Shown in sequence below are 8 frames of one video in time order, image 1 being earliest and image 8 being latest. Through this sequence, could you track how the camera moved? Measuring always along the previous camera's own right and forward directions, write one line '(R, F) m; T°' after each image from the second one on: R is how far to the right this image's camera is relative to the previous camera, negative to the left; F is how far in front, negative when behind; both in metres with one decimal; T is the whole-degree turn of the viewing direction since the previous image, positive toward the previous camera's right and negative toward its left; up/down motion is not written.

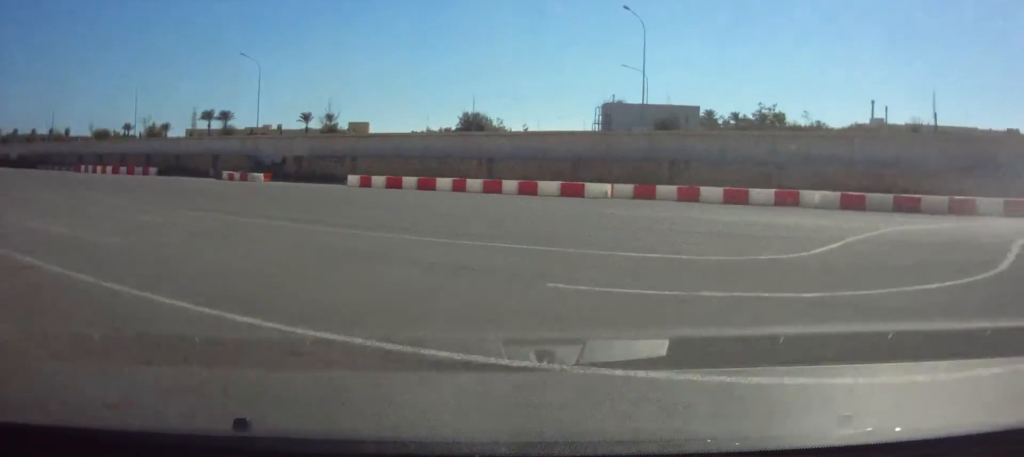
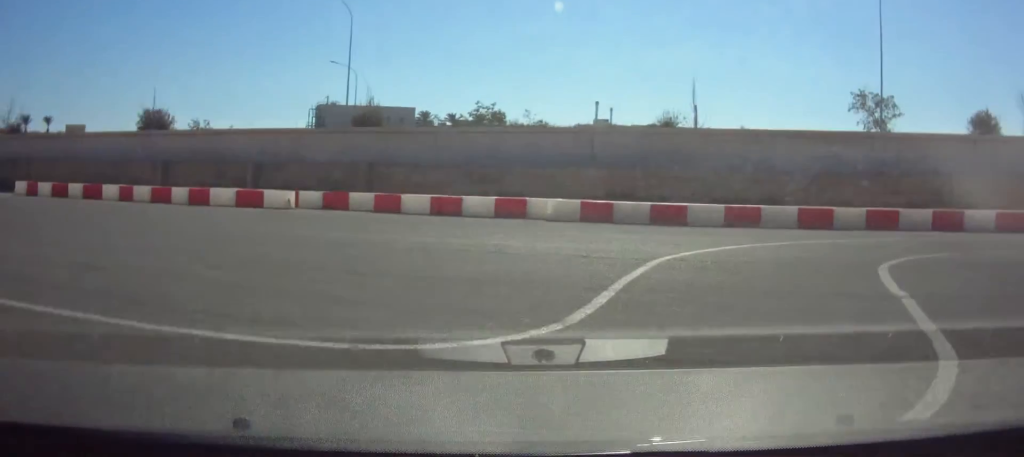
(+0.6, +4.9) m; +20°
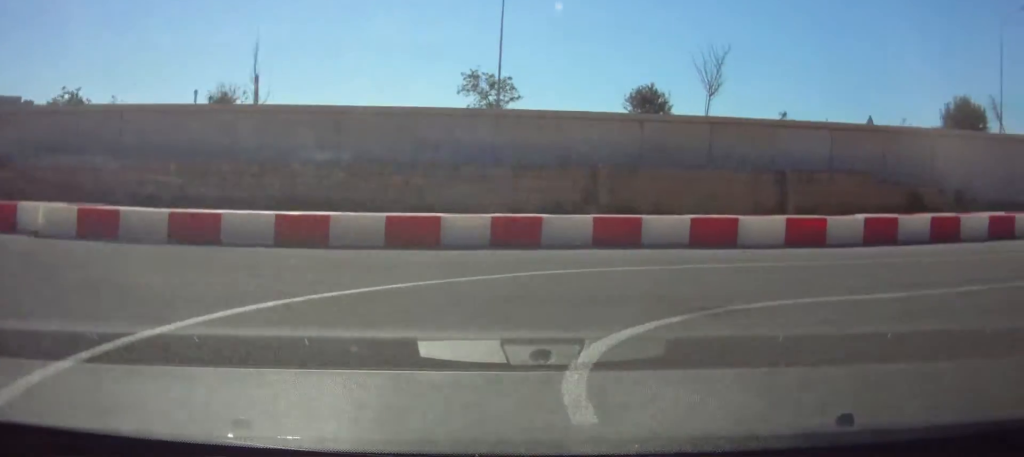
(+1.7, +6.0) m; +29°
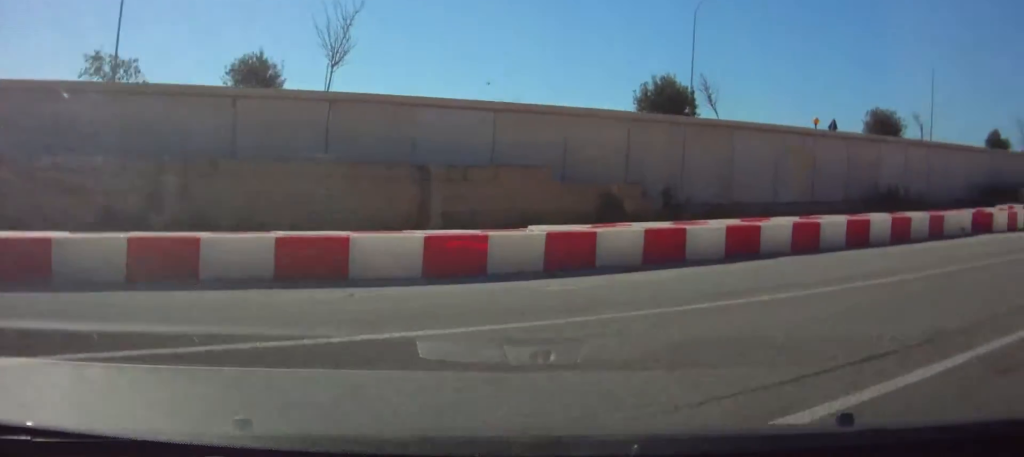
(+1.1, +4.7) m; +22°
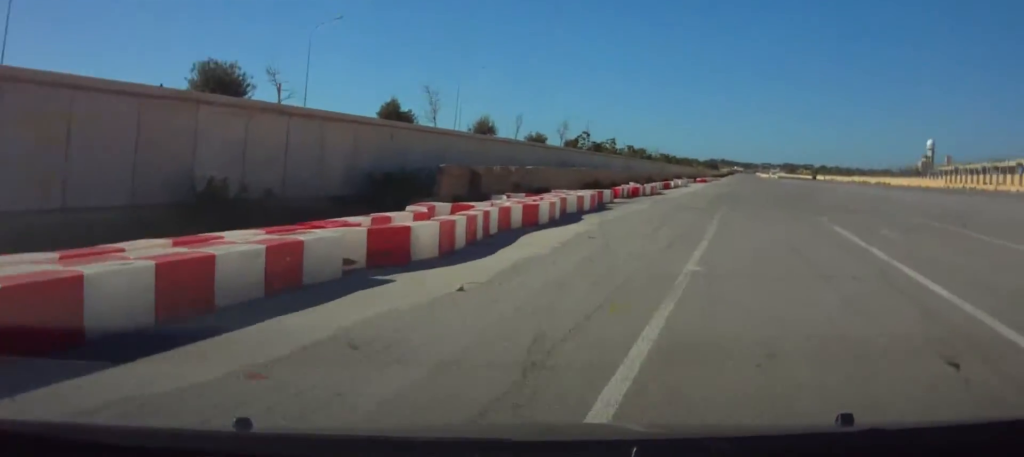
(+3.7, +9.7) m; +37°
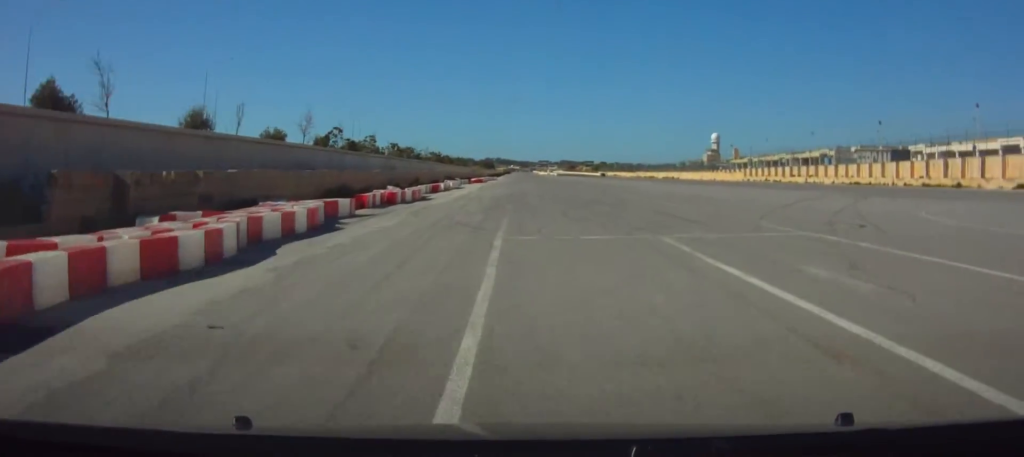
(+1.6, +8.6) m; +16°
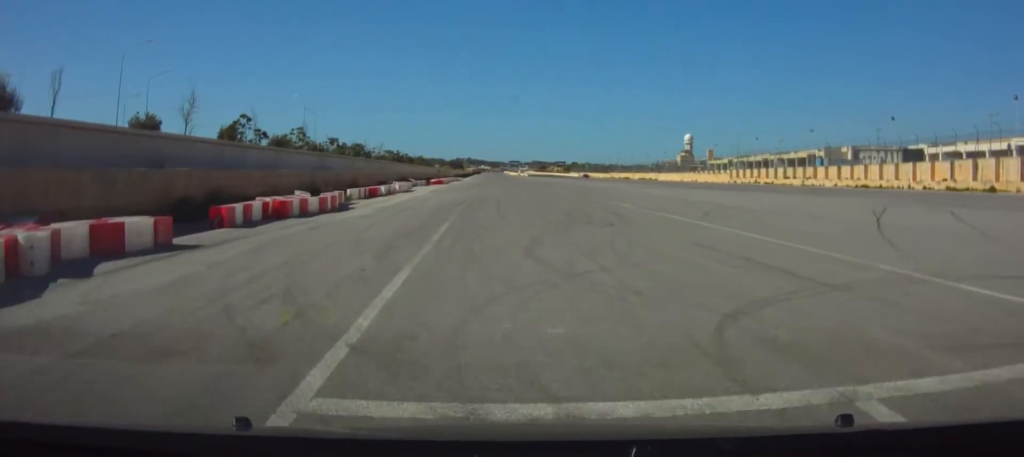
(+1.2, +11.4) m; +8°
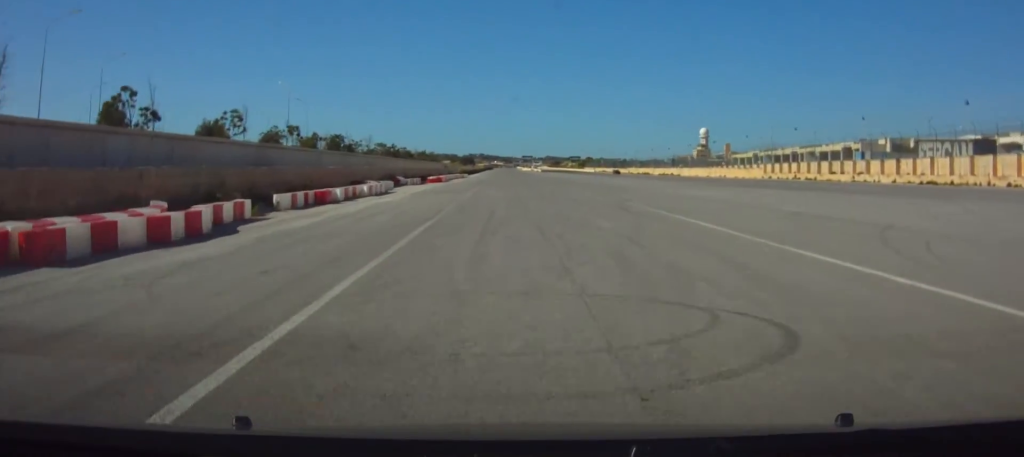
(+0.2, +13.7) m; +1°
